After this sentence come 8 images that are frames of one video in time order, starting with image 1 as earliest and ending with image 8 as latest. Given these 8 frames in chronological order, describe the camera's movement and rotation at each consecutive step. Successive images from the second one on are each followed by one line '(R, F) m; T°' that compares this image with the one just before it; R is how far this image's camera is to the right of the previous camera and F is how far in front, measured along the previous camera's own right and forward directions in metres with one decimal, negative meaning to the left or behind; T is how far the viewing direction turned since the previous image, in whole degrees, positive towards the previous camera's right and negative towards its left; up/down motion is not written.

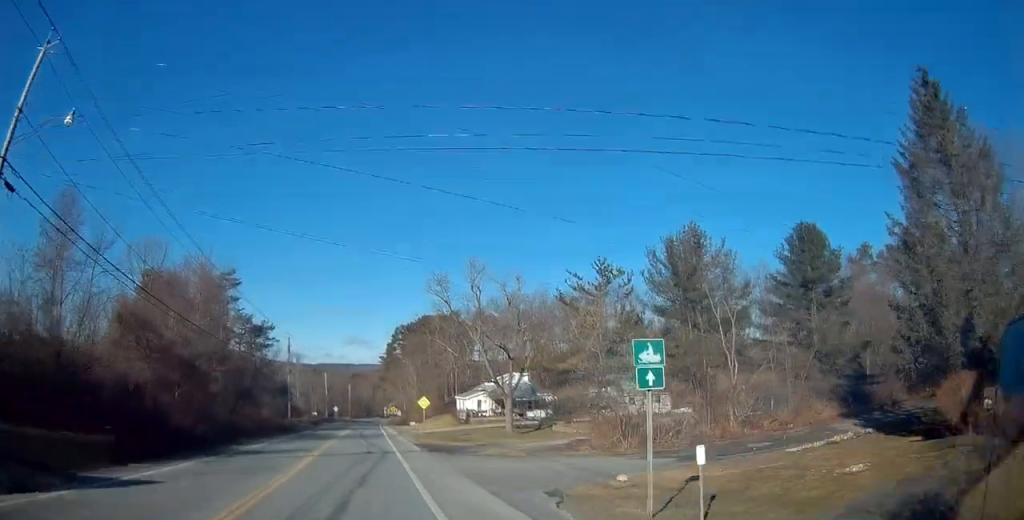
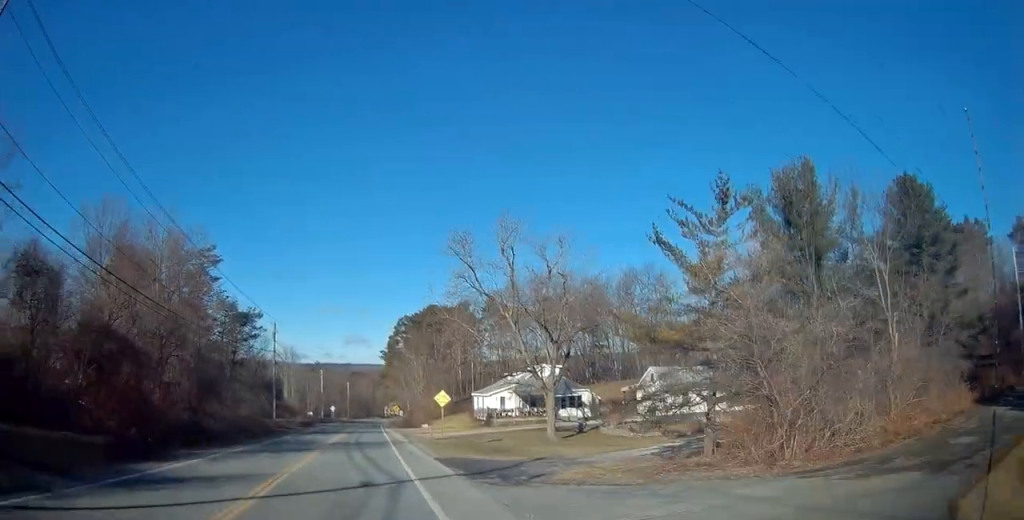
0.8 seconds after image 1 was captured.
(0.0, +12.2) m; 0°
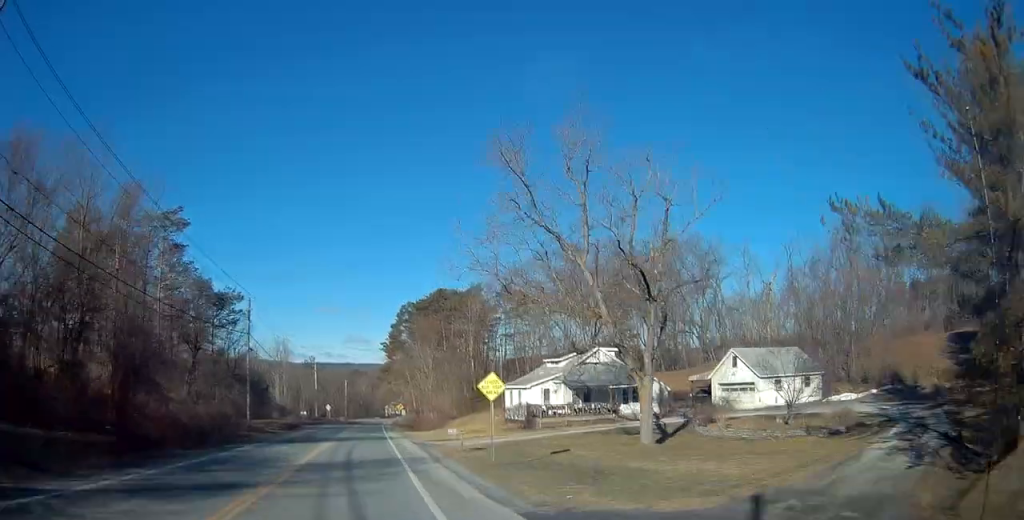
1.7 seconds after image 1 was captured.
(0.0, +14.4) m; 0°
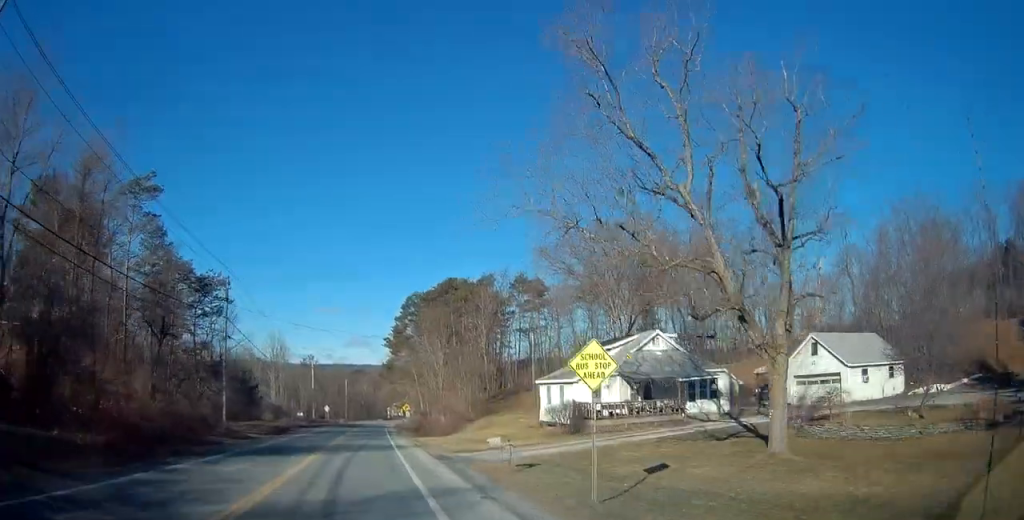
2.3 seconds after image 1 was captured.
(0.0, +9.4) m; 0°
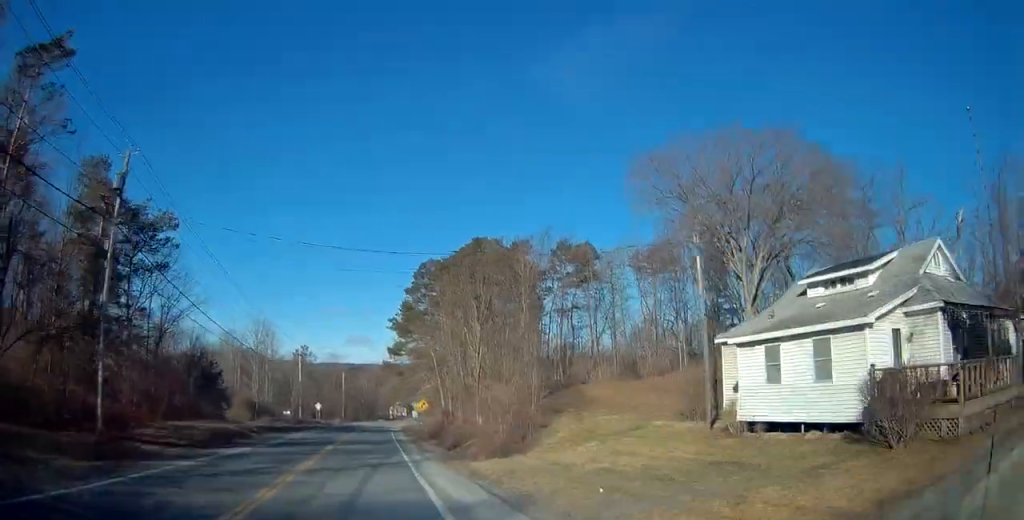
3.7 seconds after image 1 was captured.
(+0.4, +21.6) m; +1°
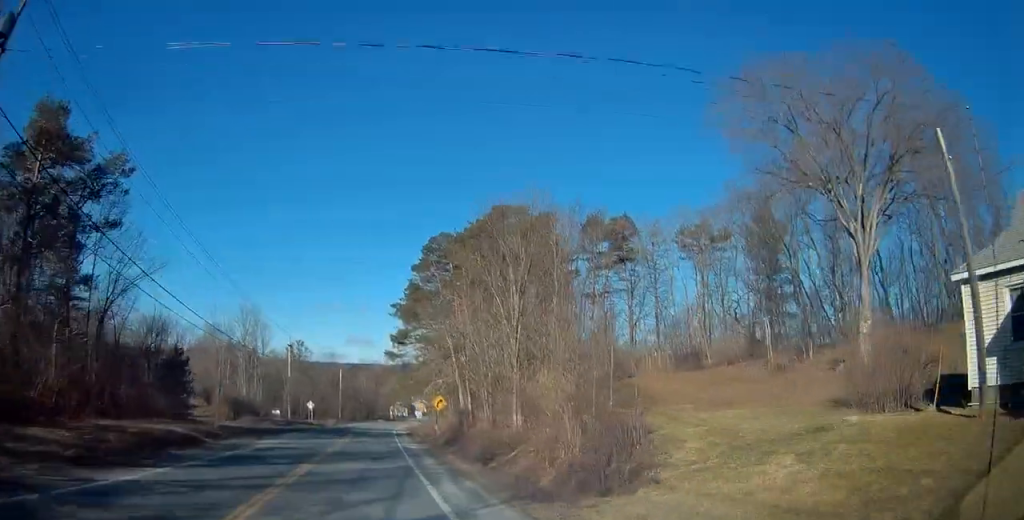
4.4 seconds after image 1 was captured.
(0.0, +11.7) m; -1°
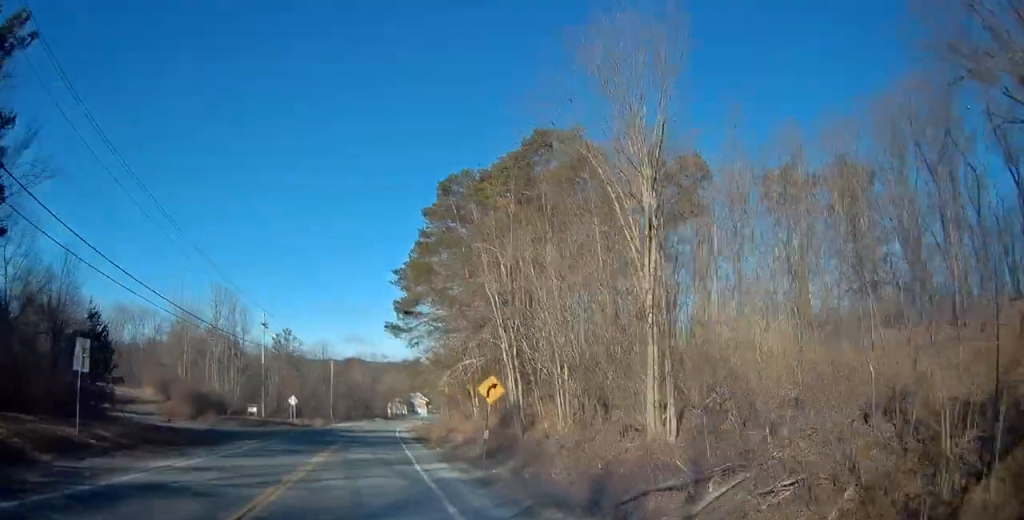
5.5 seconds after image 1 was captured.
(-0.3, +16.6) m; -1°
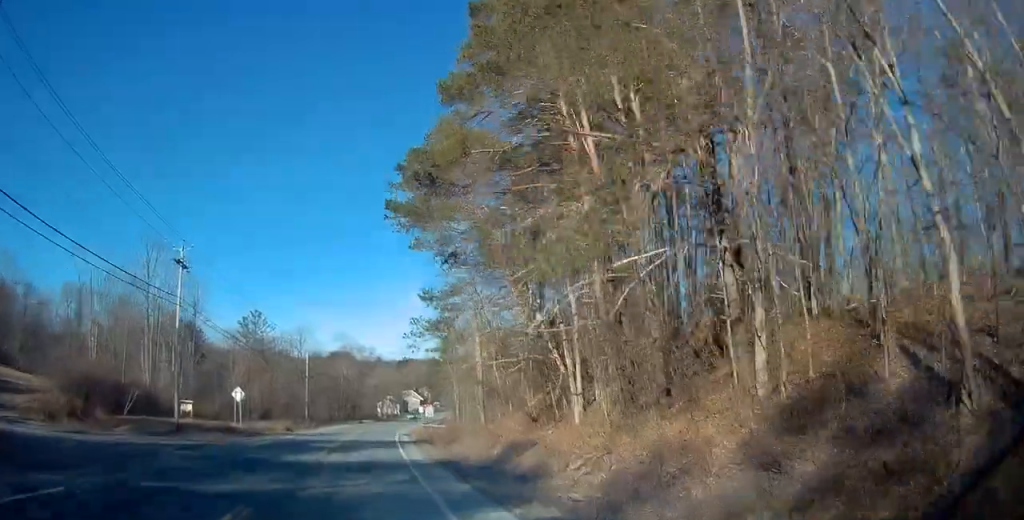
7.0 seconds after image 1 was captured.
(0.0, +25.1) m; +1°
